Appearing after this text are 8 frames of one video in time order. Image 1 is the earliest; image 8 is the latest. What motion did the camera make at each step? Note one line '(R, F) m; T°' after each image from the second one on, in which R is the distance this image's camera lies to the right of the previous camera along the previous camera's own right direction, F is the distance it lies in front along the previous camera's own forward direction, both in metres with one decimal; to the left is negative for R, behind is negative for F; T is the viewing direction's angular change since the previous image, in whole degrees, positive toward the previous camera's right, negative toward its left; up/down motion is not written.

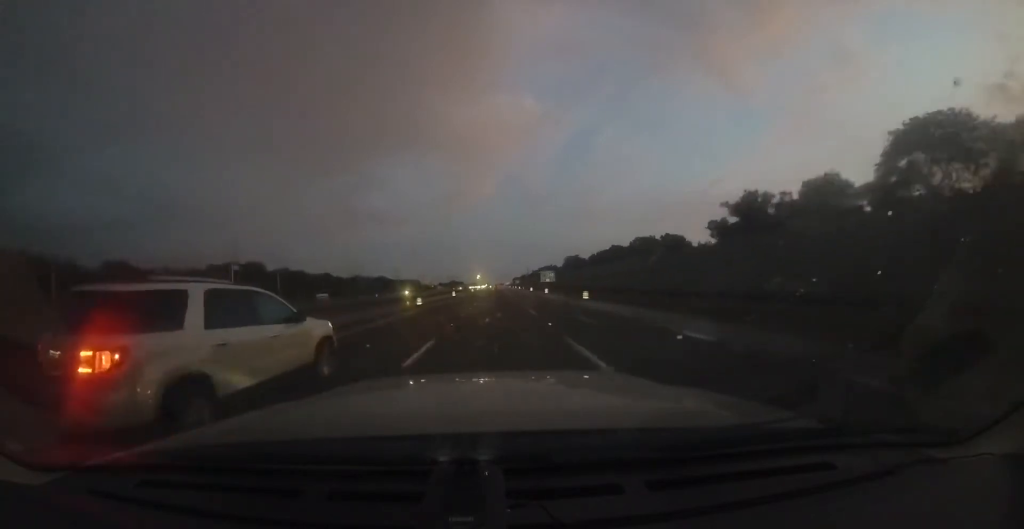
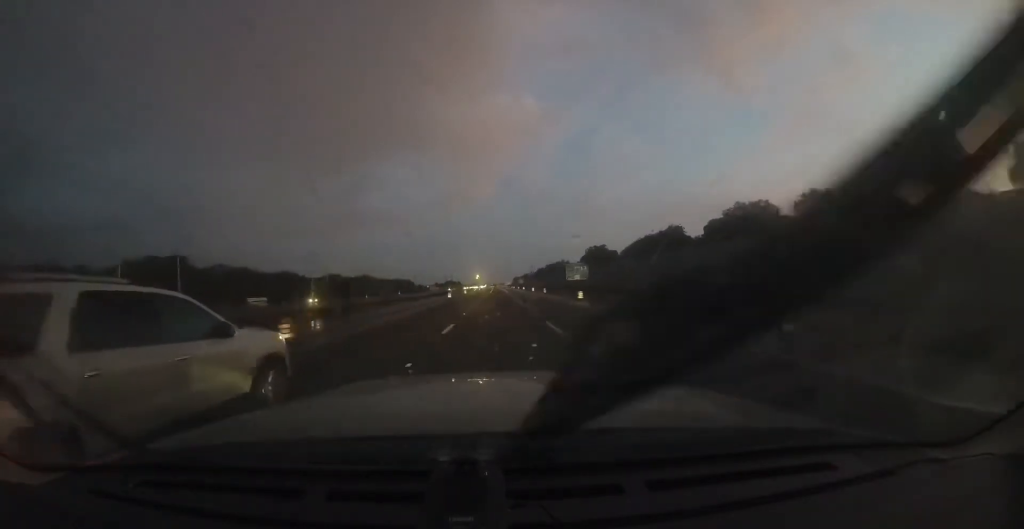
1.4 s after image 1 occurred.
(-0.3, +44.8) m; 0°
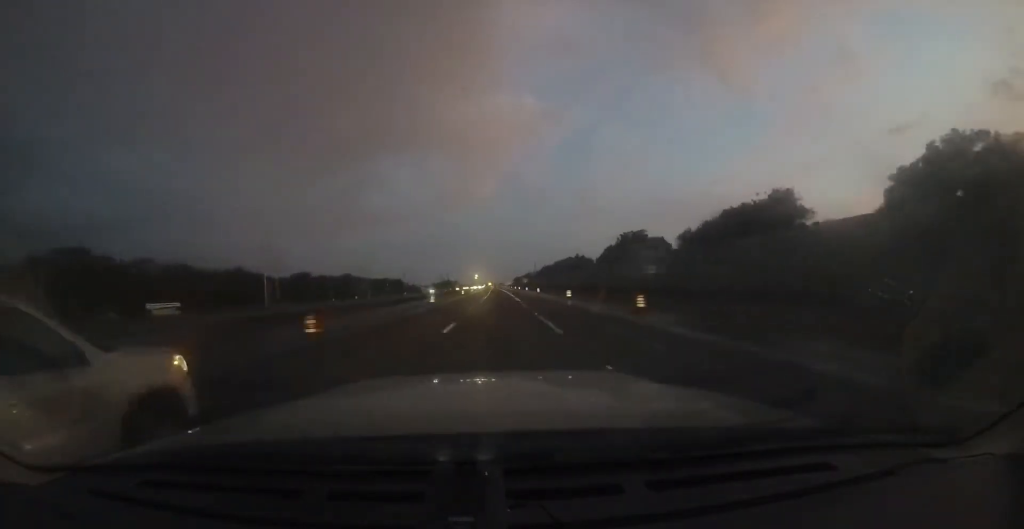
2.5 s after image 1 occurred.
(+0.3, +36.1) m; 0°
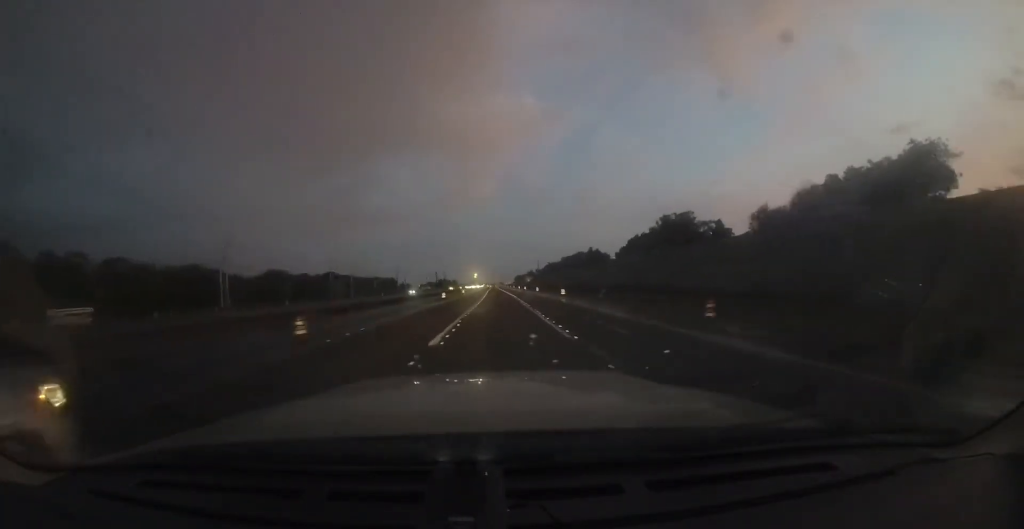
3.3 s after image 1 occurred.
(-0.3, +24.2) m; 0°
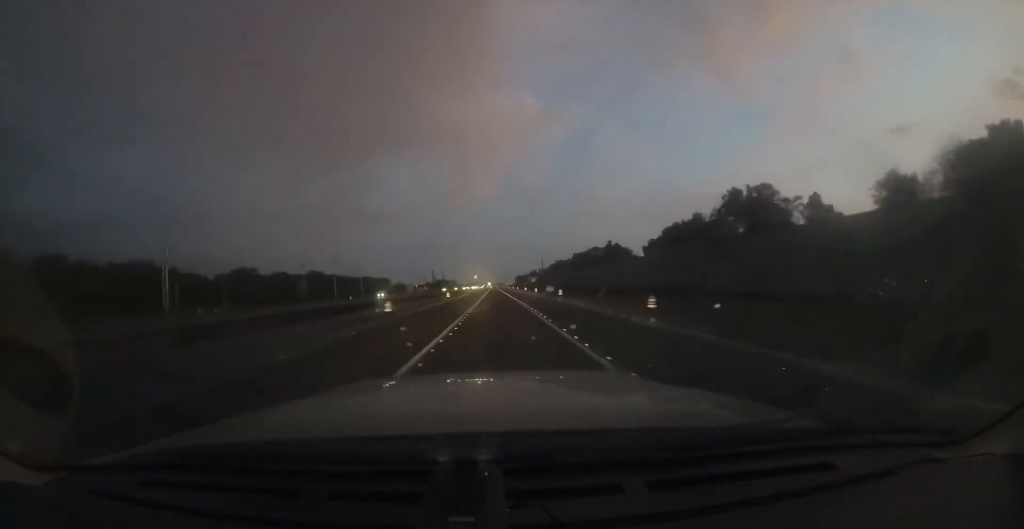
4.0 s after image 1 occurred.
(0.0, +23.0) m; 0°
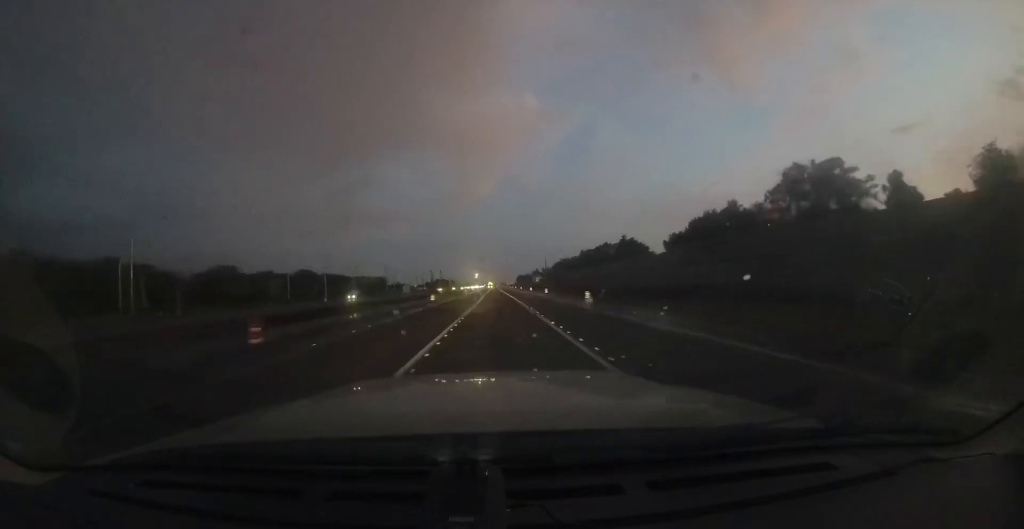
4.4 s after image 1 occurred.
(+0.1, +12.5) m; 0°
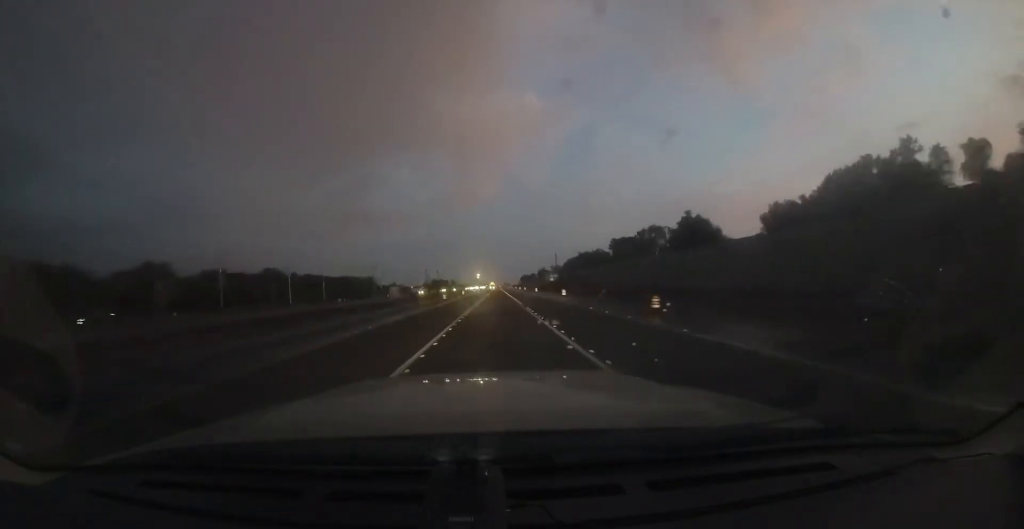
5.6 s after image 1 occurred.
(+0.1, +35.6) m; -1°
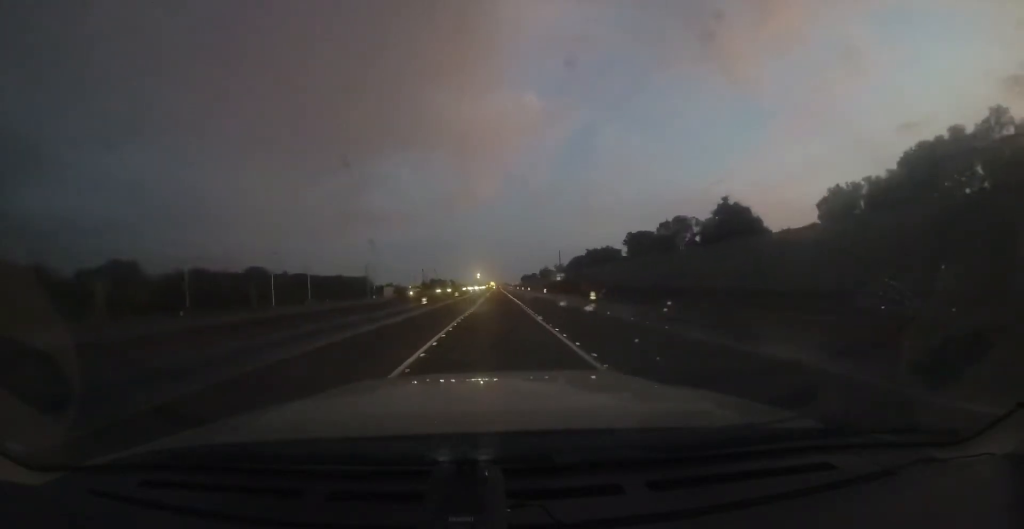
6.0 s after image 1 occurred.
(-0.1, +12.7) m; 0°
